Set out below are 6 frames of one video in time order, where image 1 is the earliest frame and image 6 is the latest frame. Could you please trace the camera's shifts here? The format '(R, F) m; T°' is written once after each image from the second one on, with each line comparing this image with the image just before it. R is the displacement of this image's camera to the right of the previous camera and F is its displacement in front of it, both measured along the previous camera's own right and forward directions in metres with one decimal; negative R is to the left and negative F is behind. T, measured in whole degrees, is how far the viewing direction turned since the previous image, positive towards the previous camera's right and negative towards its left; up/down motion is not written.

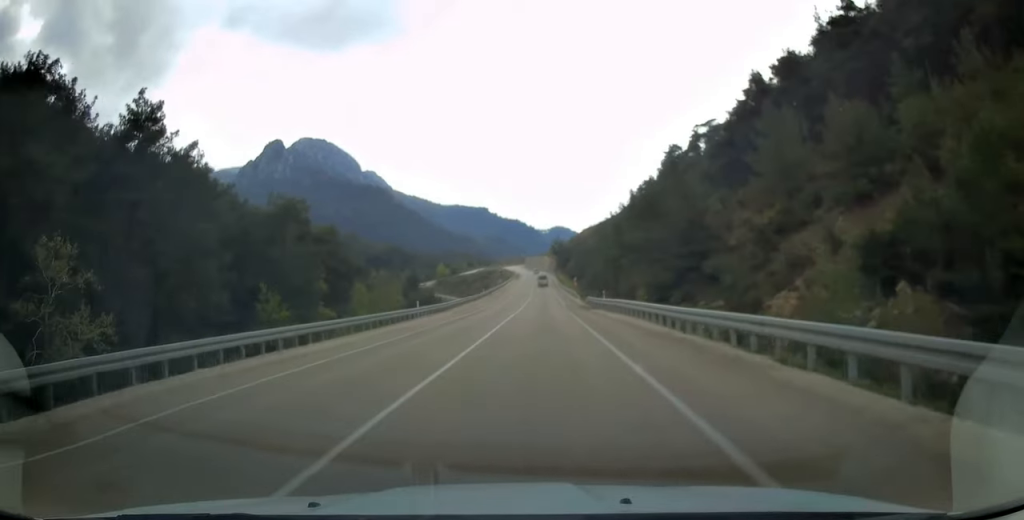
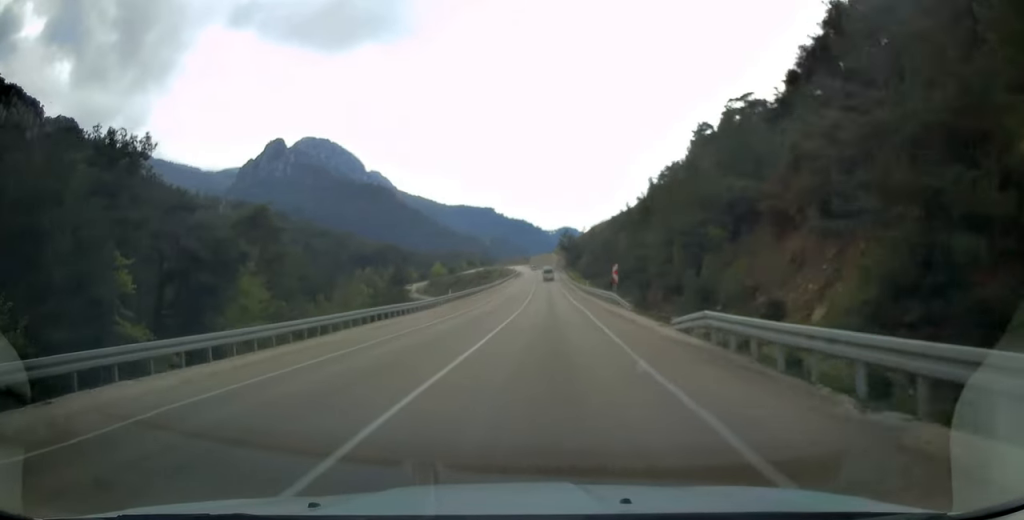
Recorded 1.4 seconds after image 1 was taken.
(-0.5, +35.3) m; -1°
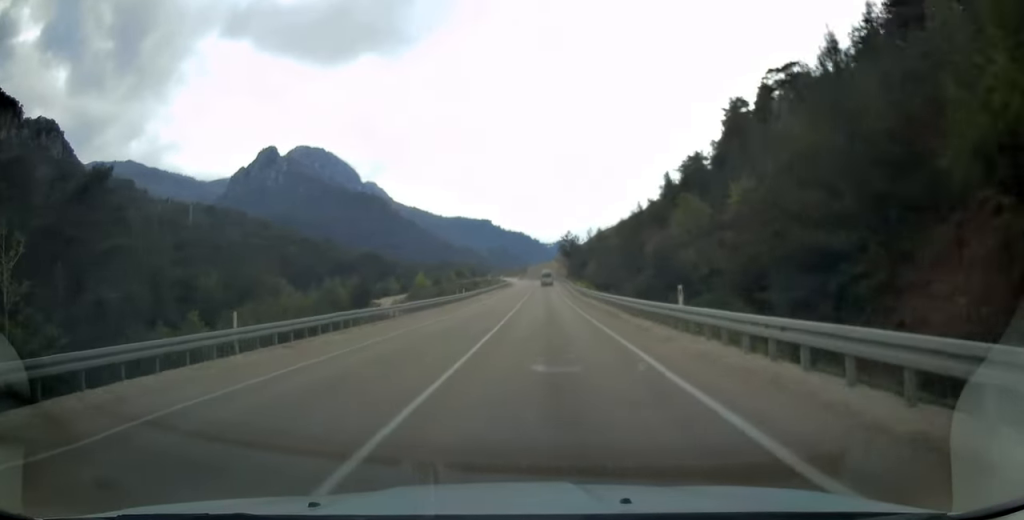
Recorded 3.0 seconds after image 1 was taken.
(-0.2, +38.1) m; 0°
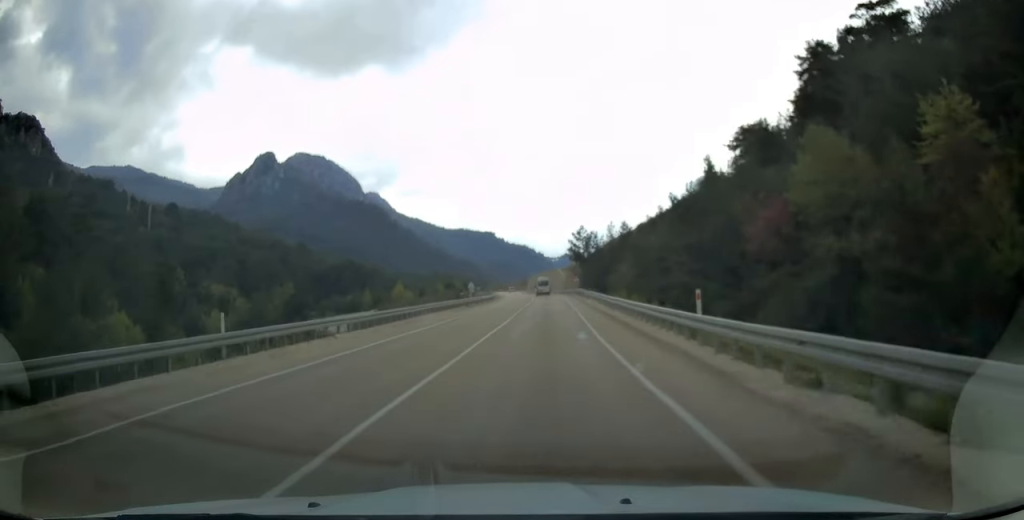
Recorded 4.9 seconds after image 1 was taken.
(+0.3, +49.1) m; 0°
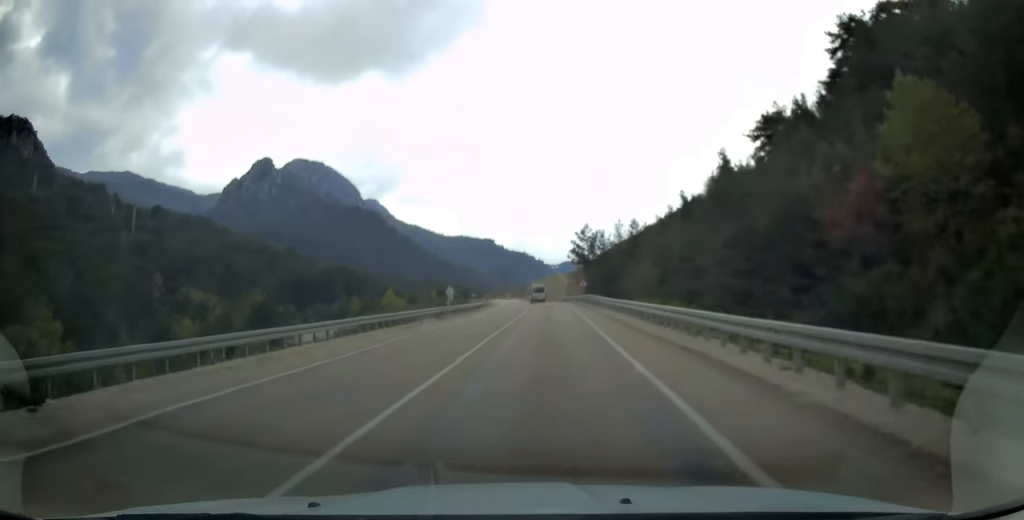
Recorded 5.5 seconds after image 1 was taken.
(0.0, +15.0) m; 0°
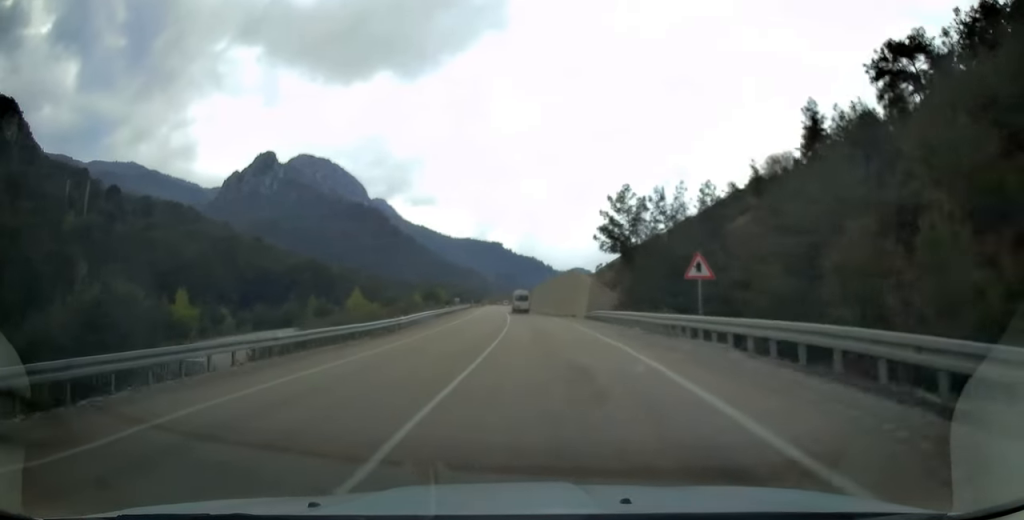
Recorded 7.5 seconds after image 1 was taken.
(-0.4, +48.6) m; -1°
